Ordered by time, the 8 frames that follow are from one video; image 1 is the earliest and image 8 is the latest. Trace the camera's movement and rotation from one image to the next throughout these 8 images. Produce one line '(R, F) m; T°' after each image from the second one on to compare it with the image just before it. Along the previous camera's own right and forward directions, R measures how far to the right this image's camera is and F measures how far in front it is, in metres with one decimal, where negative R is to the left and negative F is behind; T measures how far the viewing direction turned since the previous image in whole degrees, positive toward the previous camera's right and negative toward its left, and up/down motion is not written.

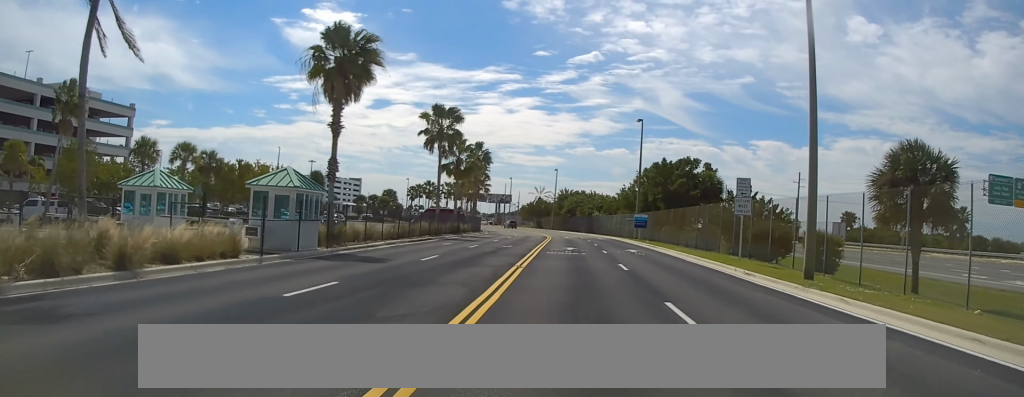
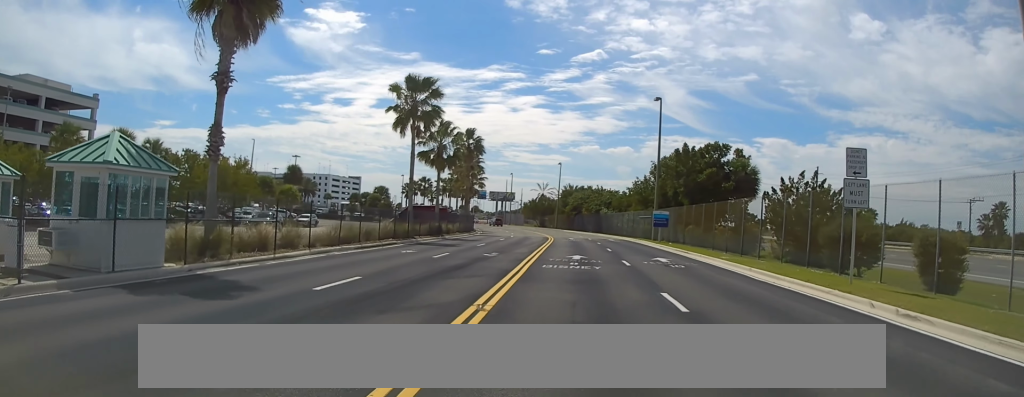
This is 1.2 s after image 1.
(0.0, +10.9) m; 0°
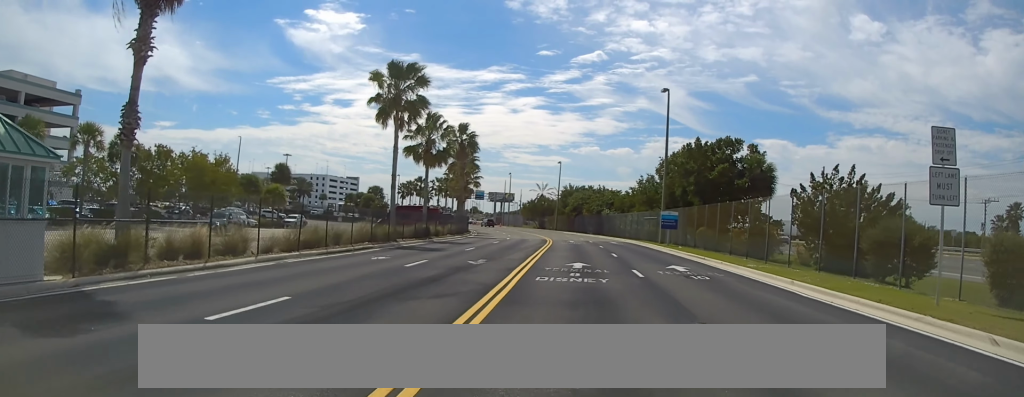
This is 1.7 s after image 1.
(0.0, +4.4) m; 0°
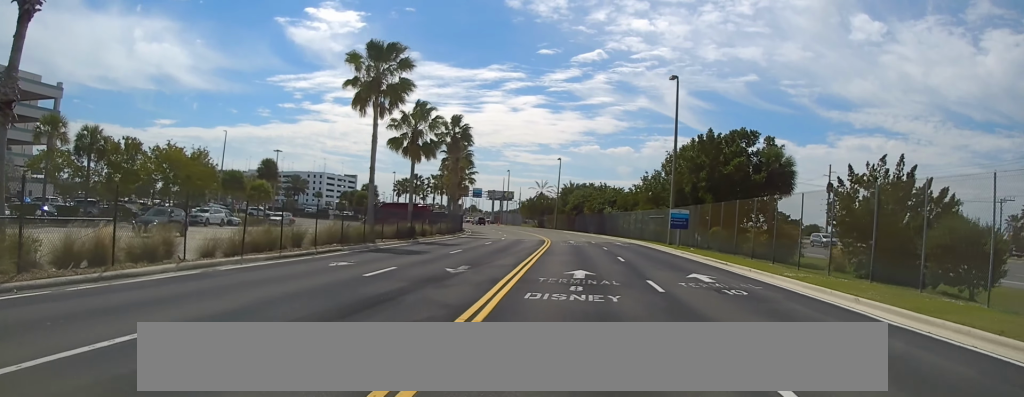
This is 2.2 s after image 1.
(0.0, +4.4) m; 0°
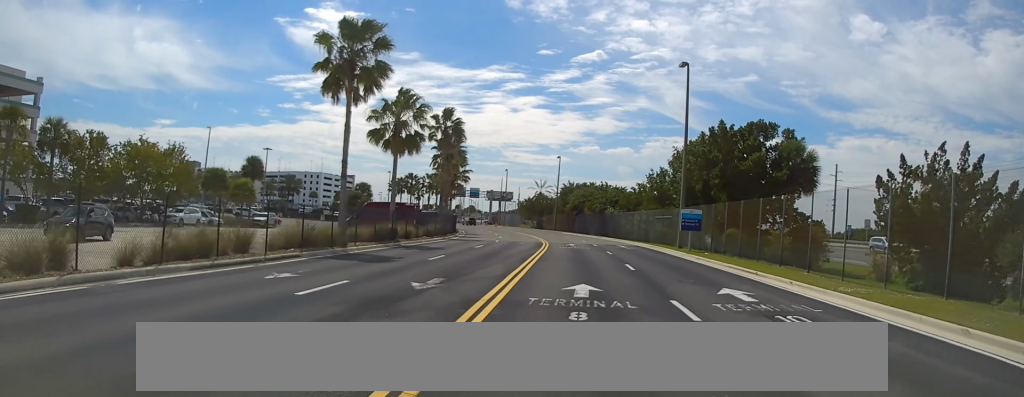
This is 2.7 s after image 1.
(0.0, +4.4) m; 0°
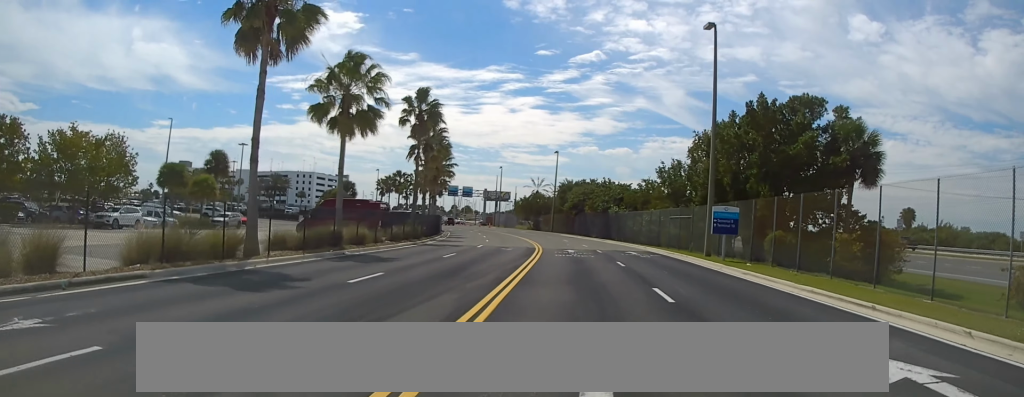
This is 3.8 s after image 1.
(0.0, +9.0) m; -1°
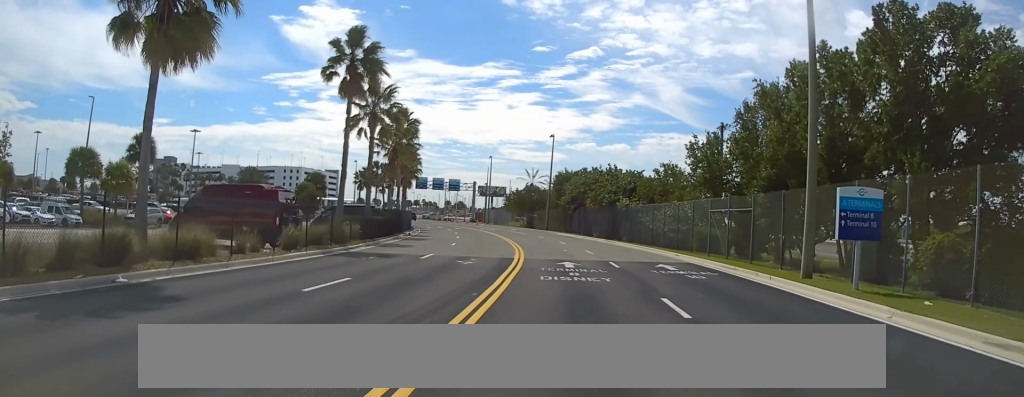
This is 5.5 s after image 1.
(-0.6, +14.8) m; -2°
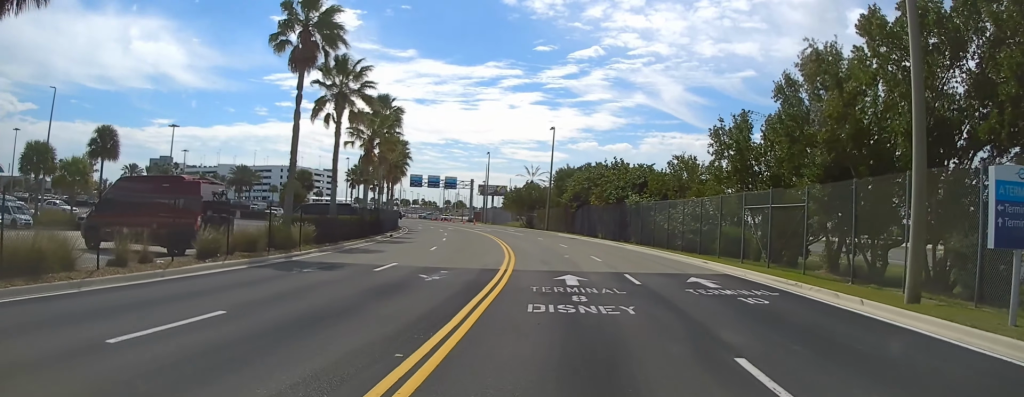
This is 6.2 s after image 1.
(+0.3, +6.4) m; 0°
